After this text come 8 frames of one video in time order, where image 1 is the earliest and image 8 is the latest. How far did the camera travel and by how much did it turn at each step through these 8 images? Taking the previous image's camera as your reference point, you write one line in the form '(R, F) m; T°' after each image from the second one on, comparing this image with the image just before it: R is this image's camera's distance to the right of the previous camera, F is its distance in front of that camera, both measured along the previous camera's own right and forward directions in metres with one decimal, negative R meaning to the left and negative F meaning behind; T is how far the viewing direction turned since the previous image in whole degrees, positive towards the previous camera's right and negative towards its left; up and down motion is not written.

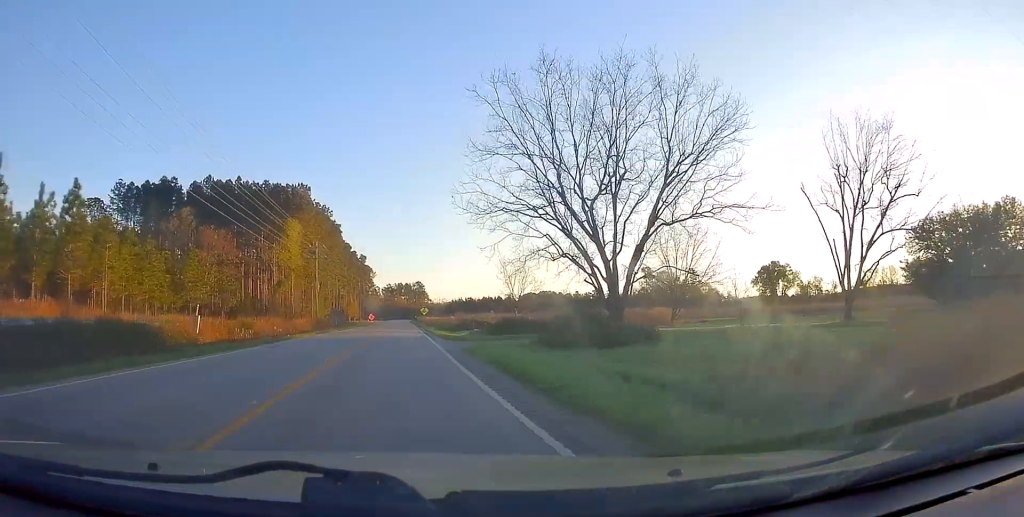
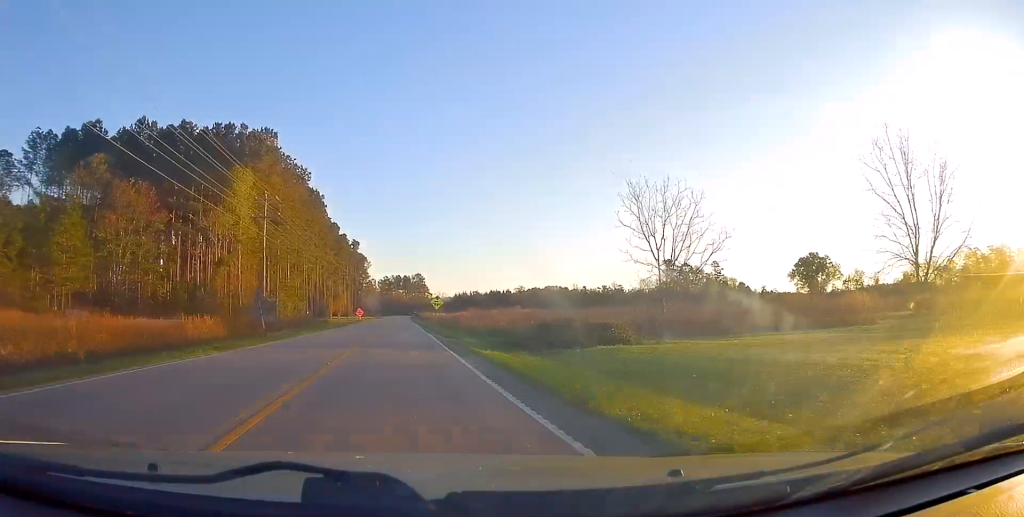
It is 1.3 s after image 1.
(+0.2, +32.3) m; 0°
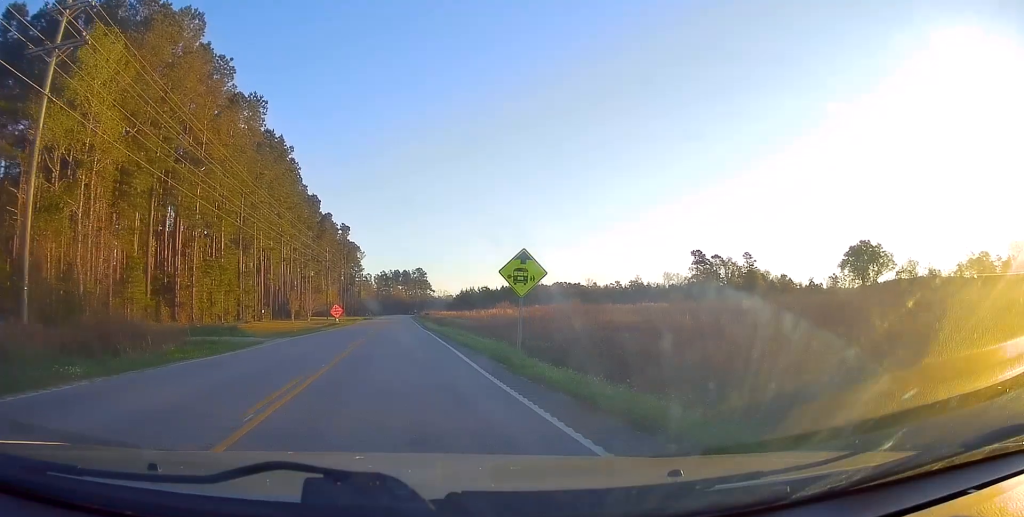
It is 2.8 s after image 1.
(-0.5, +36.1) m; -1°
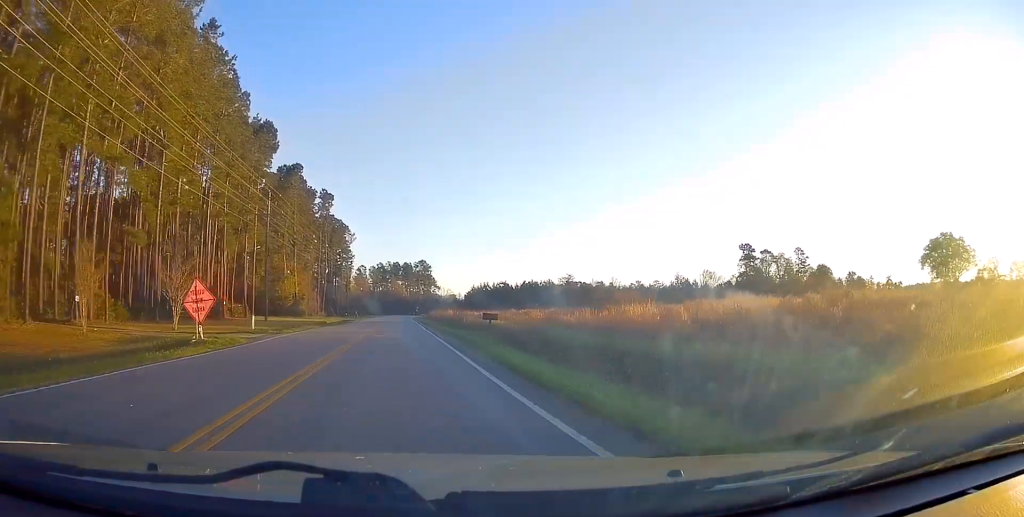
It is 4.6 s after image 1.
(+0.6, +46.7) m; +2°
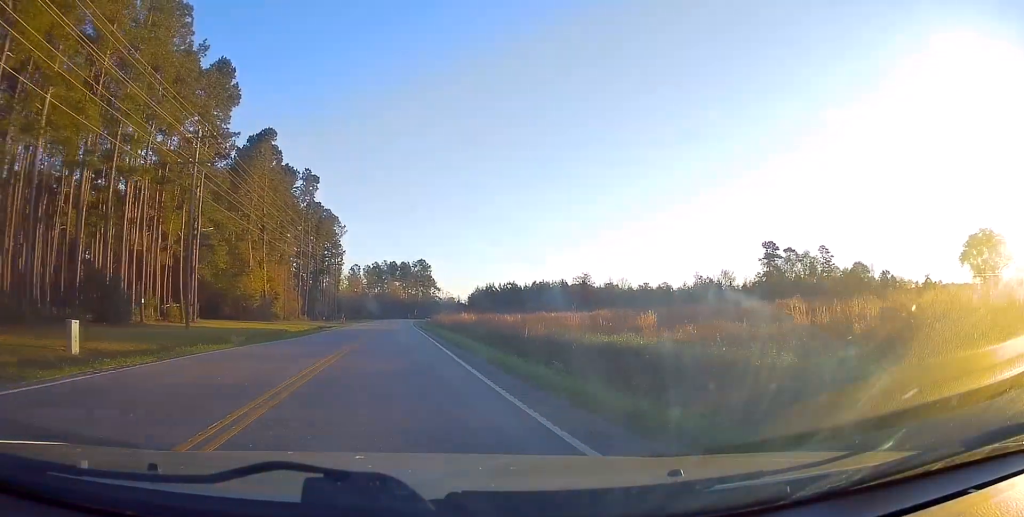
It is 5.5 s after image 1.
(+0.1, +20.9) m; 0°
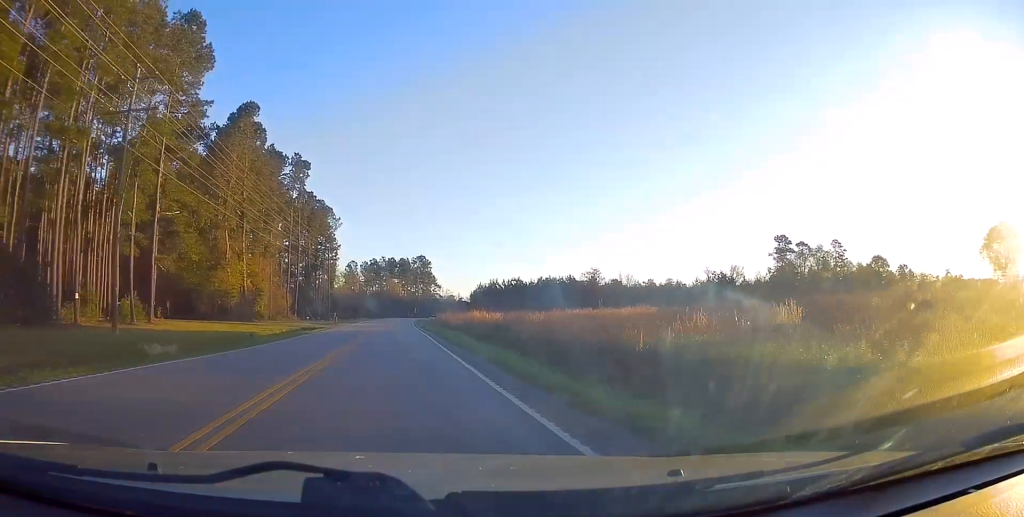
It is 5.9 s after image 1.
(0.0, +10.0) m; 0°
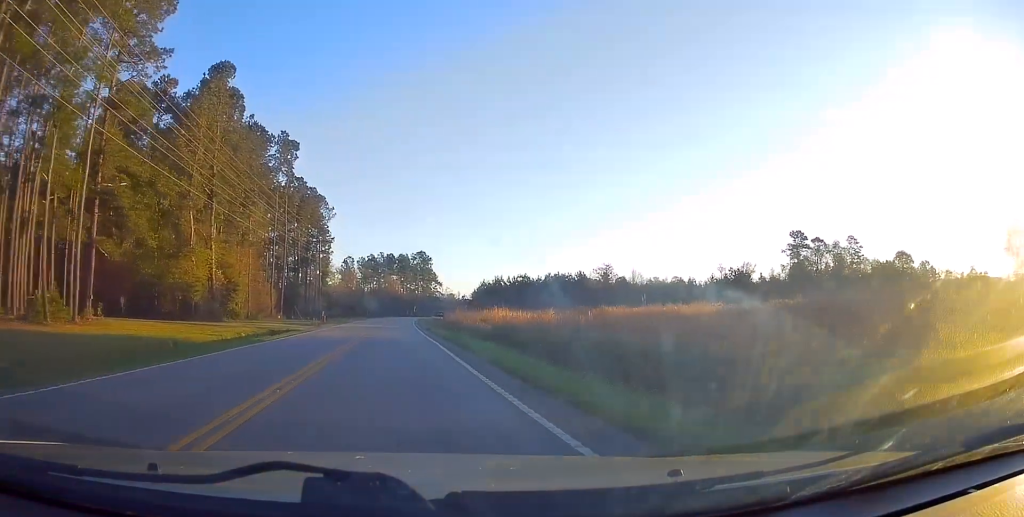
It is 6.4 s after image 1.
(0.0, +11.5) m; -1°
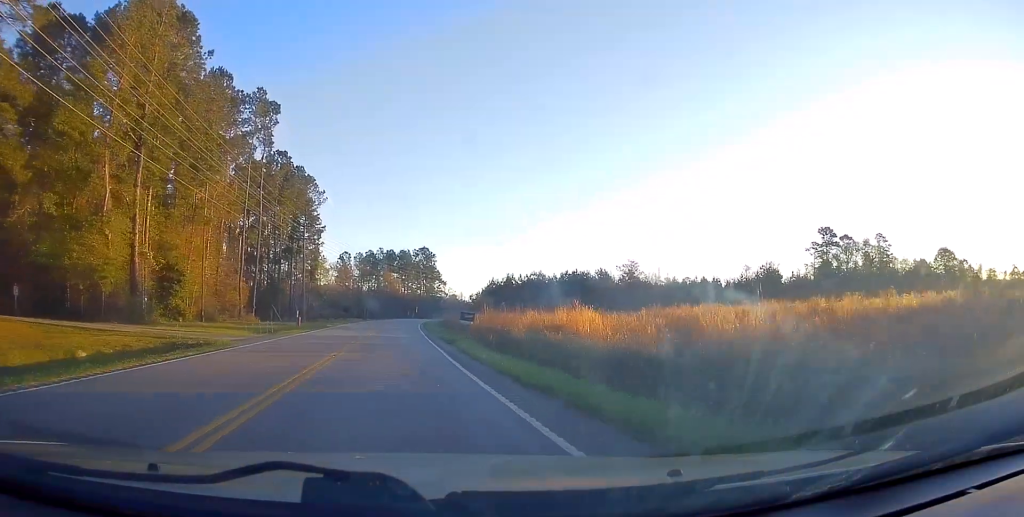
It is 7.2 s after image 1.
(-0.1, +17.7) m; -1°
